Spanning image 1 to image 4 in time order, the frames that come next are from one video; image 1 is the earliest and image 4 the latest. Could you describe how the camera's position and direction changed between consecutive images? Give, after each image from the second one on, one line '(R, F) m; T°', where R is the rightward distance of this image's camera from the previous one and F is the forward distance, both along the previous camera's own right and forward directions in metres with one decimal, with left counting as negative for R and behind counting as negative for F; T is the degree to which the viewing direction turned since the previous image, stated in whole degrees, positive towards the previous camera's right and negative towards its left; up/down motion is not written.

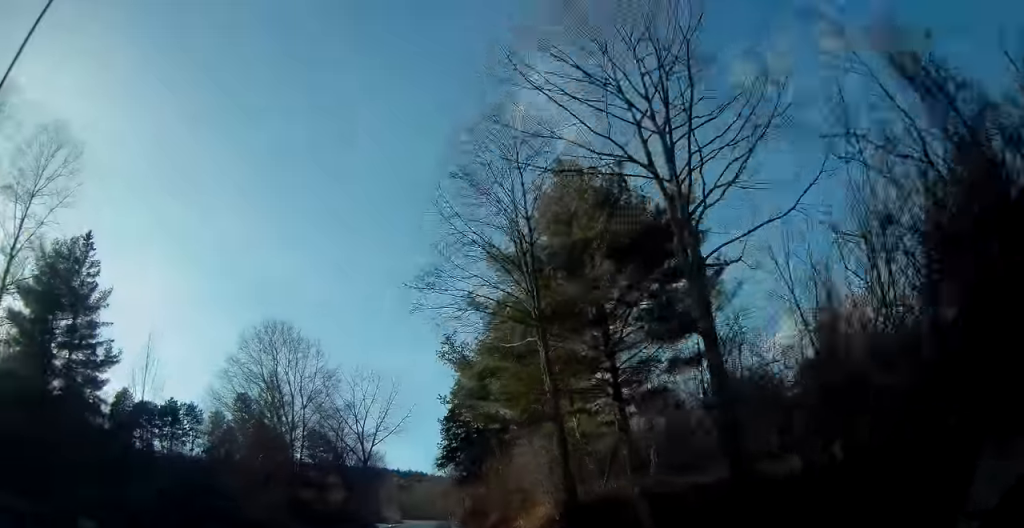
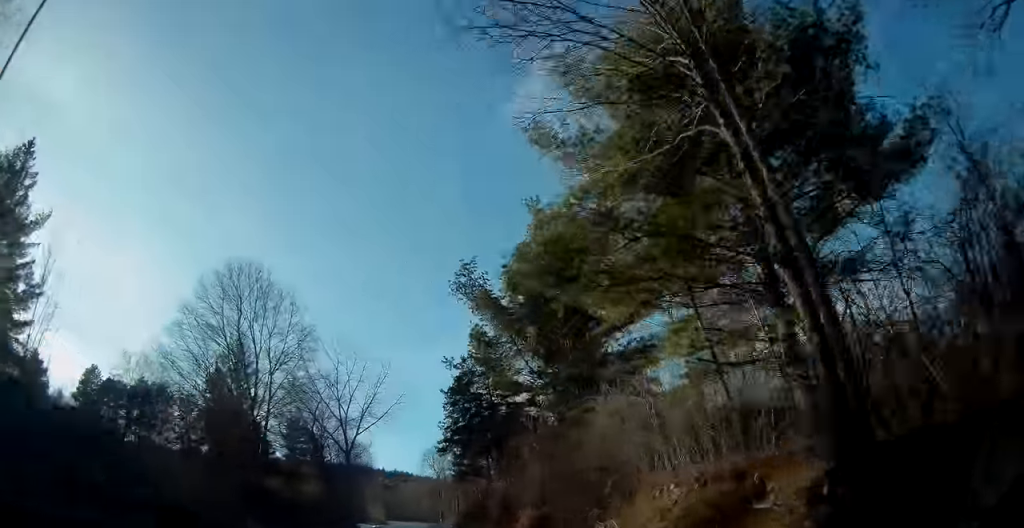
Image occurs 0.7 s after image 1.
(+0.2, +10.1) m; +1°
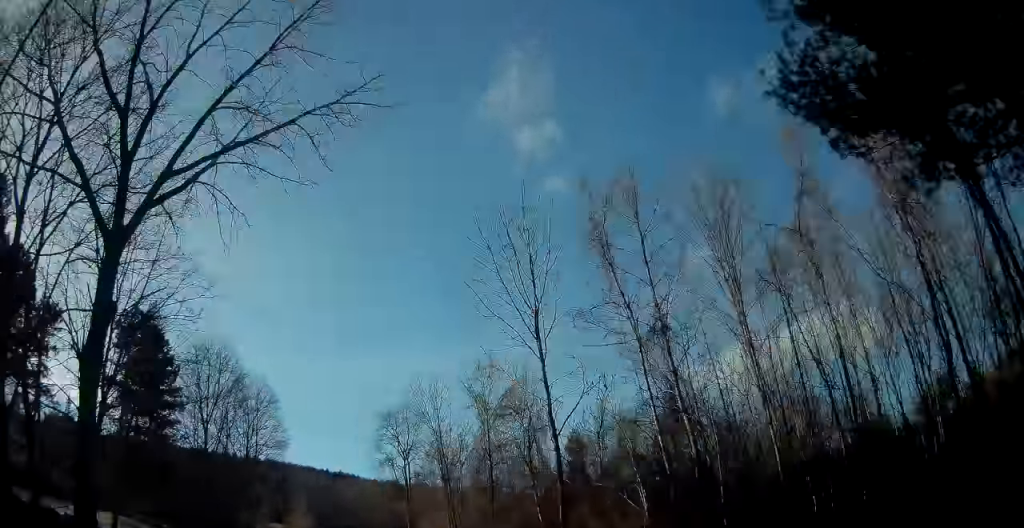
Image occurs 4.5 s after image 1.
(+2.8, +55.1) m; +5°
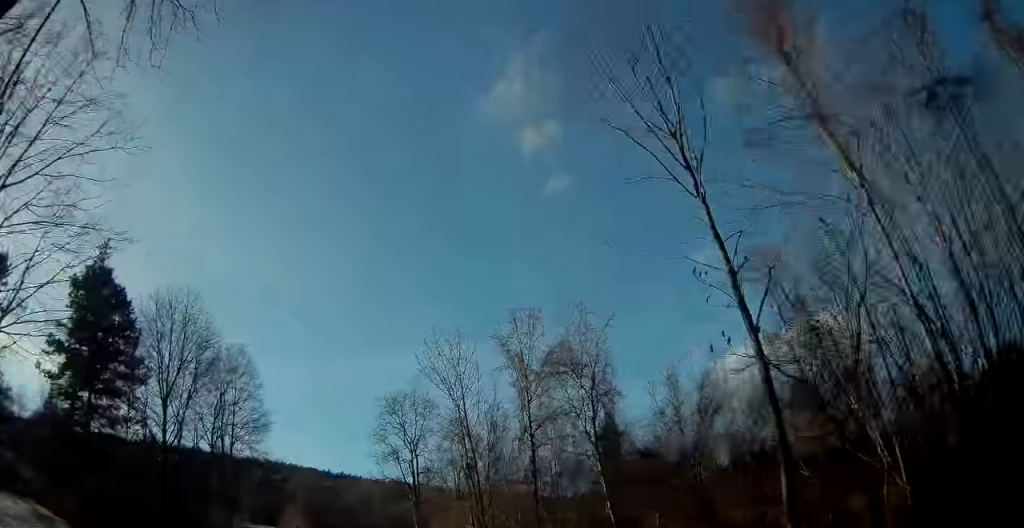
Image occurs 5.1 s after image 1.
(+0.3, +9.5) m; 0°
